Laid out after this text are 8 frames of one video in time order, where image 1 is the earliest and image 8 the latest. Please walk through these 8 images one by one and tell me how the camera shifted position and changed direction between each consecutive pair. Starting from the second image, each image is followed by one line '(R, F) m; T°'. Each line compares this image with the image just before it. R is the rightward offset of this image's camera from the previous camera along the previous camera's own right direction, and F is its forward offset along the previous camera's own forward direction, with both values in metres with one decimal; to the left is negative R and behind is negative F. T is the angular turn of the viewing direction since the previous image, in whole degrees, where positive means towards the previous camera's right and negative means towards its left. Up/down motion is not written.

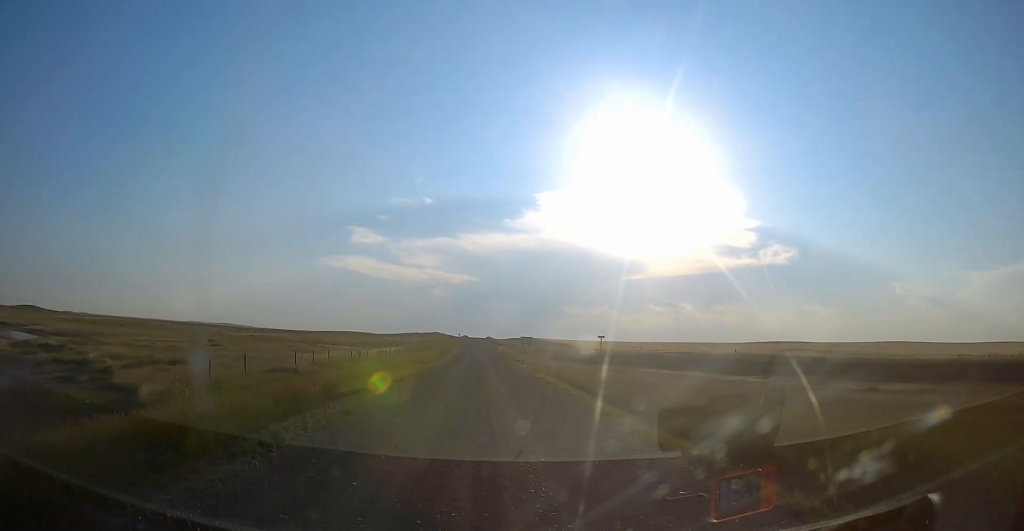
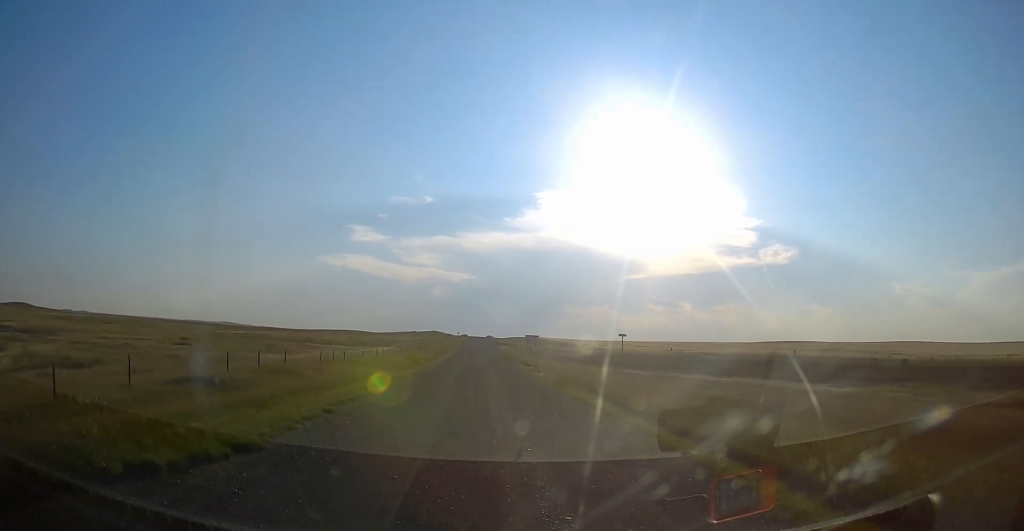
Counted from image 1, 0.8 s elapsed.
(-0.1, +12.1) m; +1°
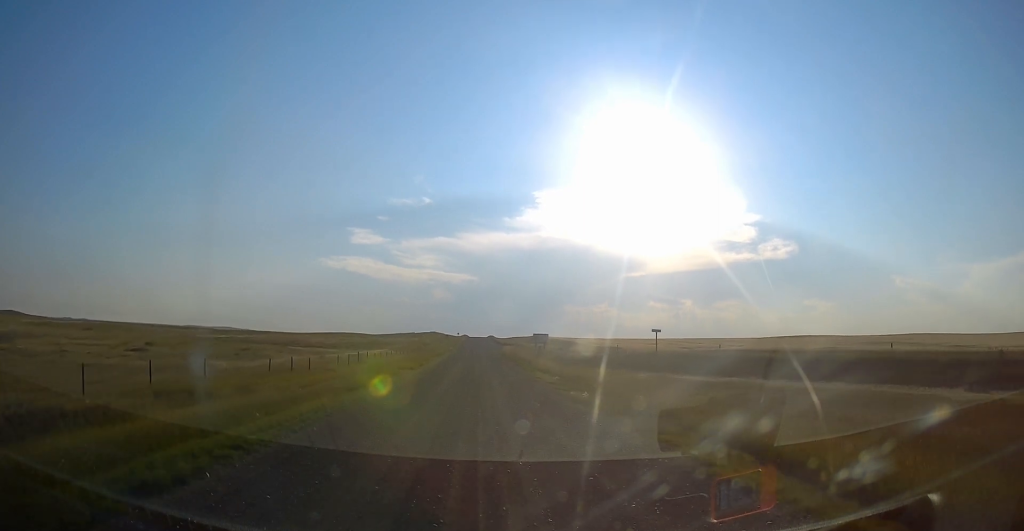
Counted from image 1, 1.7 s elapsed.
(+0.4, +13.0) m; 0°
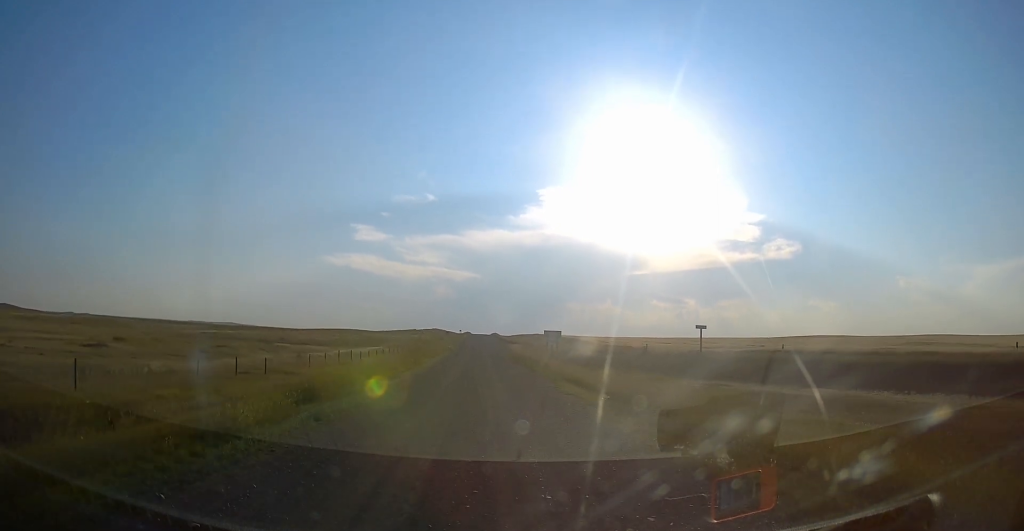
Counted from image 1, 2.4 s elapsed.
(-0.2, +10.7) m; -1°
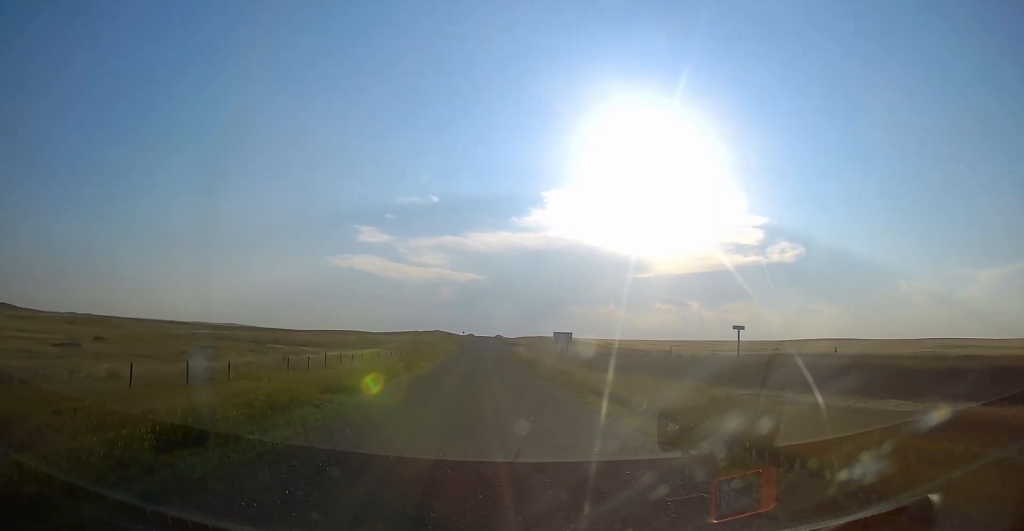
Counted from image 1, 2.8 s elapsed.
(-0.1, +6.3) m; -1°
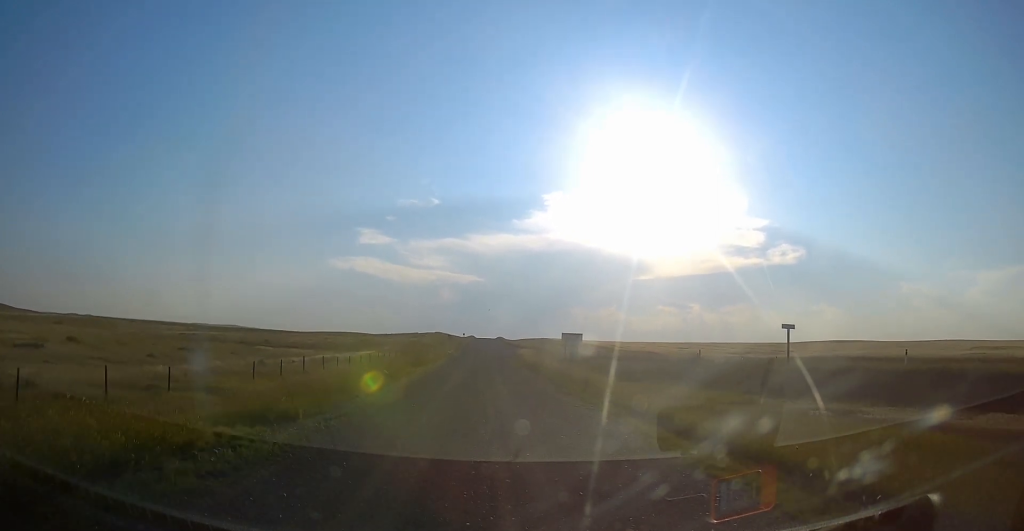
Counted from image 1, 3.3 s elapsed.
(0.0, +6.6) m; 0°
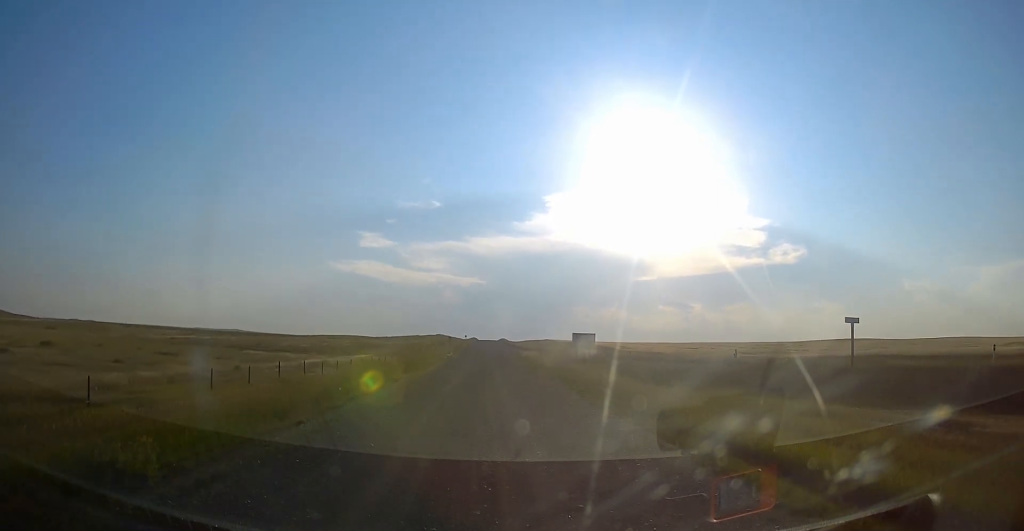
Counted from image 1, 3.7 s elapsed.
(0.0, +6.1) m; 0°
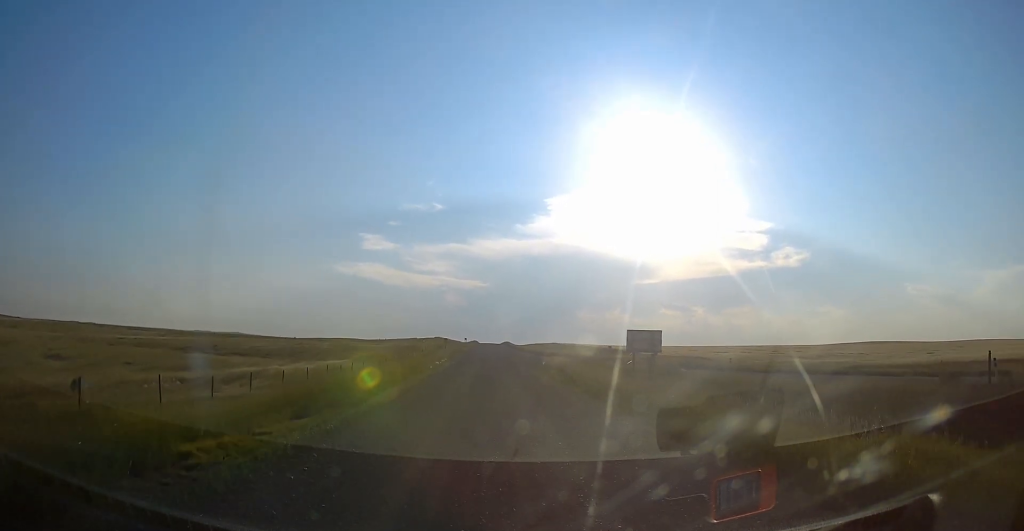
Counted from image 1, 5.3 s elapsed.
(0.0, +21.1) m; 0°
